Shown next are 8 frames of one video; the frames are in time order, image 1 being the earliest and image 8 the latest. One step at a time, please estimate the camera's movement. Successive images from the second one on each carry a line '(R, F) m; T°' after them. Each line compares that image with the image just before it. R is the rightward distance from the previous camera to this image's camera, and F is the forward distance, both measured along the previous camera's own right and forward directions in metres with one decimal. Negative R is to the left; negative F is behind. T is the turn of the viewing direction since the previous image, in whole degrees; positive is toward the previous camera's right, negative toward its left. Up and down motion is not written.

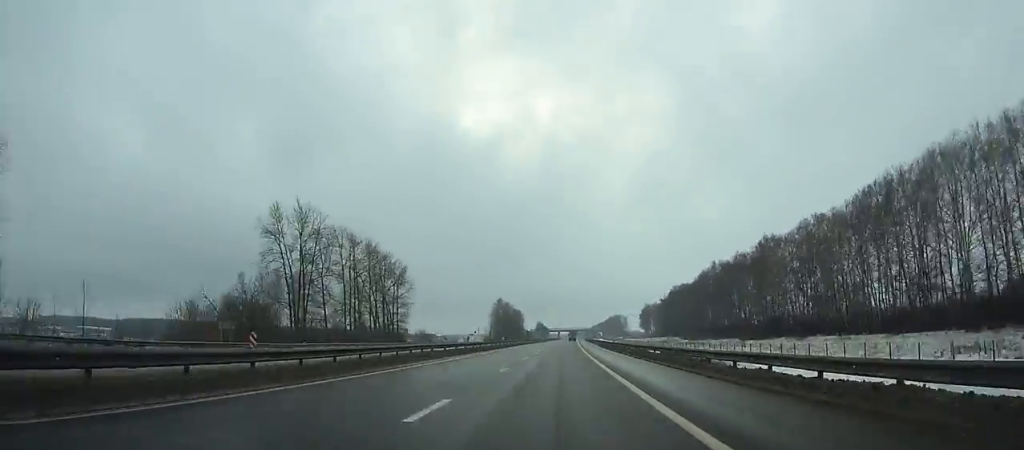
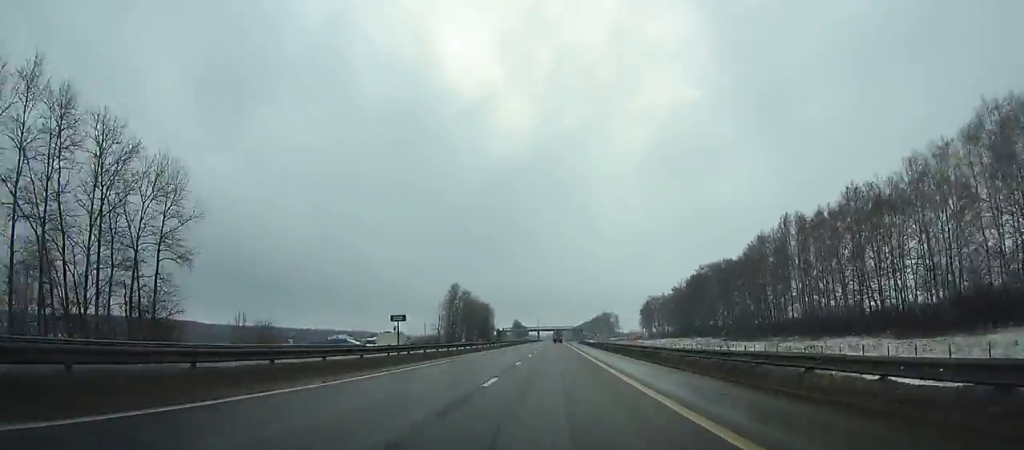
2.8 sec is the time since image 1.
(0.0, +77.6) m; +1°
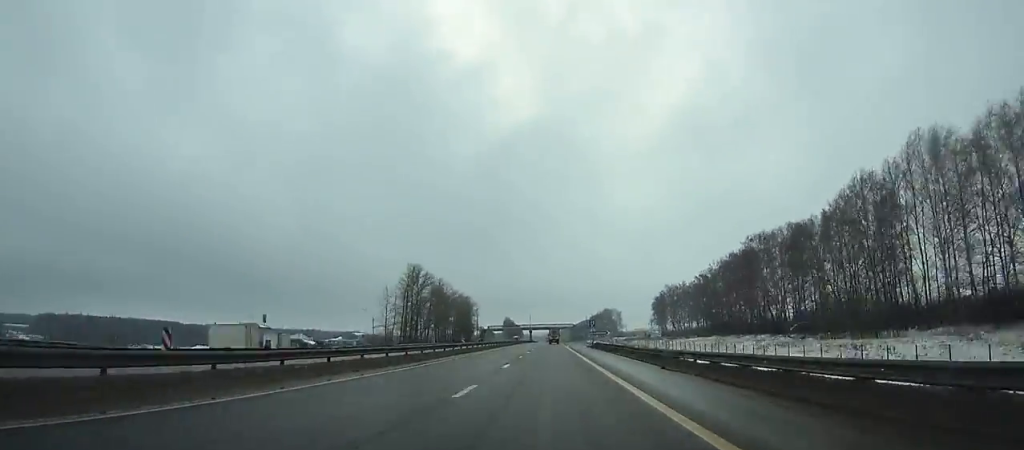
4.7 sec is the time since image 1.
(+0.5, +52.7) m; 0°
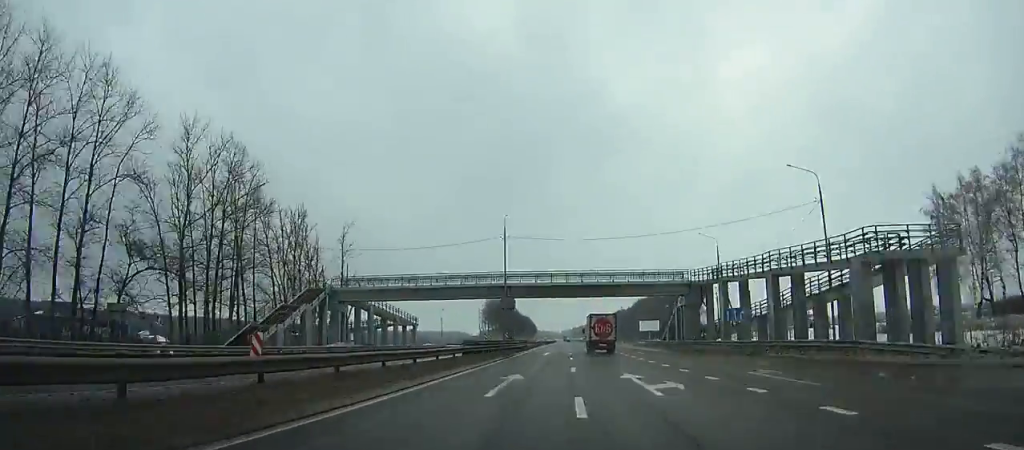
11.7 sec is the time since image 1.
(-0.8, +196.5) m; -1°
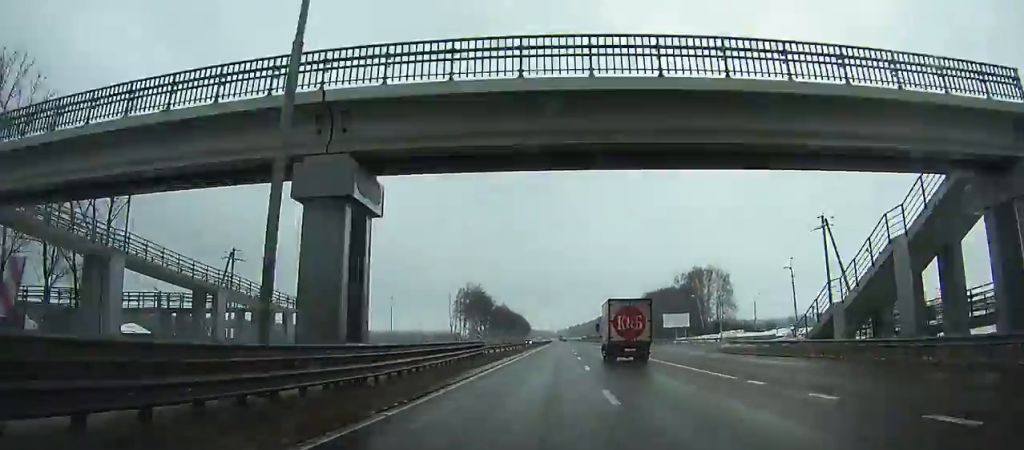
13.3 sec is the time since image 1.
(0.0, +45.7) m; 0°
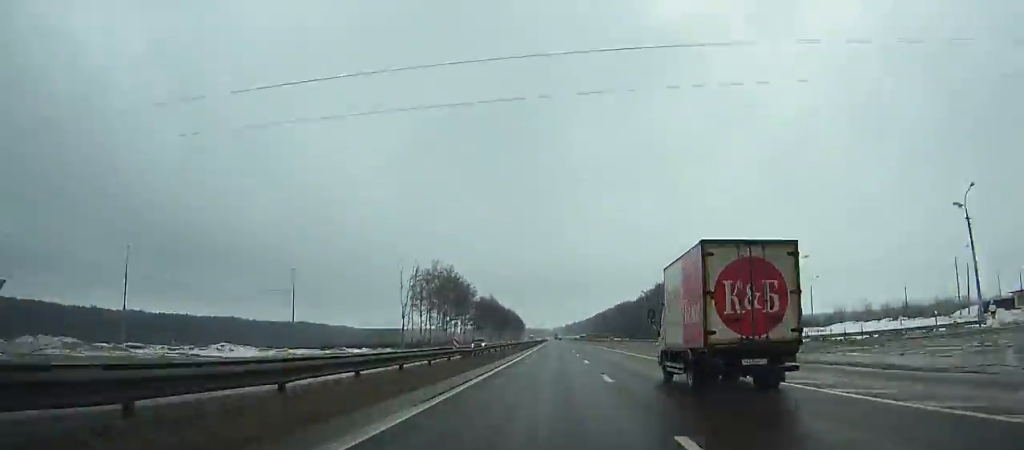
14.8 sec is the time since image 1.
(-0.2, +42.9) m; 0°
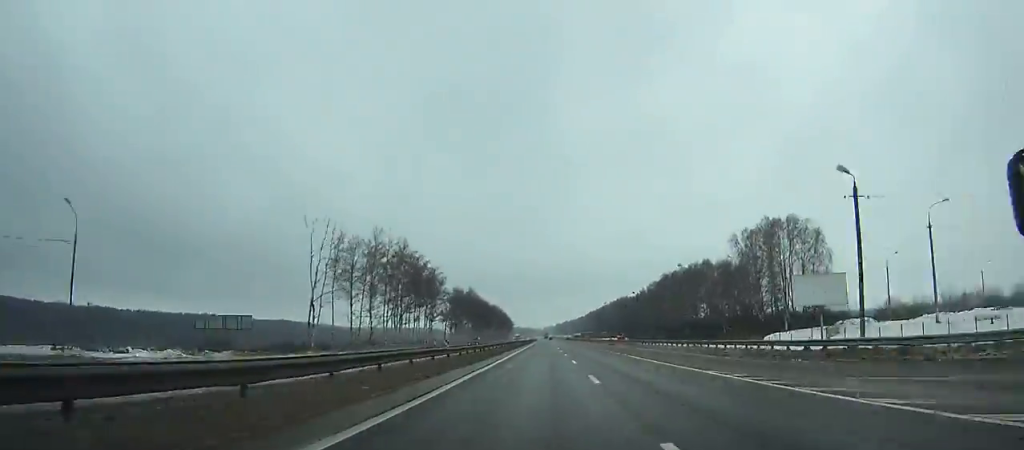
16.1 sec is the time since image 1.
(+0.4, +37.4) m; 0°
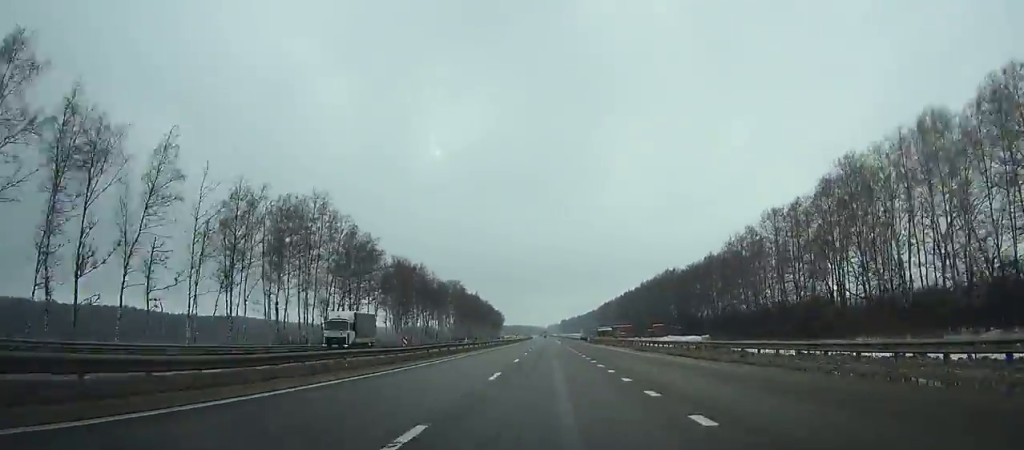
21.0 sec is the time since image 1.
(+0.8, +141.6) m; 0°
